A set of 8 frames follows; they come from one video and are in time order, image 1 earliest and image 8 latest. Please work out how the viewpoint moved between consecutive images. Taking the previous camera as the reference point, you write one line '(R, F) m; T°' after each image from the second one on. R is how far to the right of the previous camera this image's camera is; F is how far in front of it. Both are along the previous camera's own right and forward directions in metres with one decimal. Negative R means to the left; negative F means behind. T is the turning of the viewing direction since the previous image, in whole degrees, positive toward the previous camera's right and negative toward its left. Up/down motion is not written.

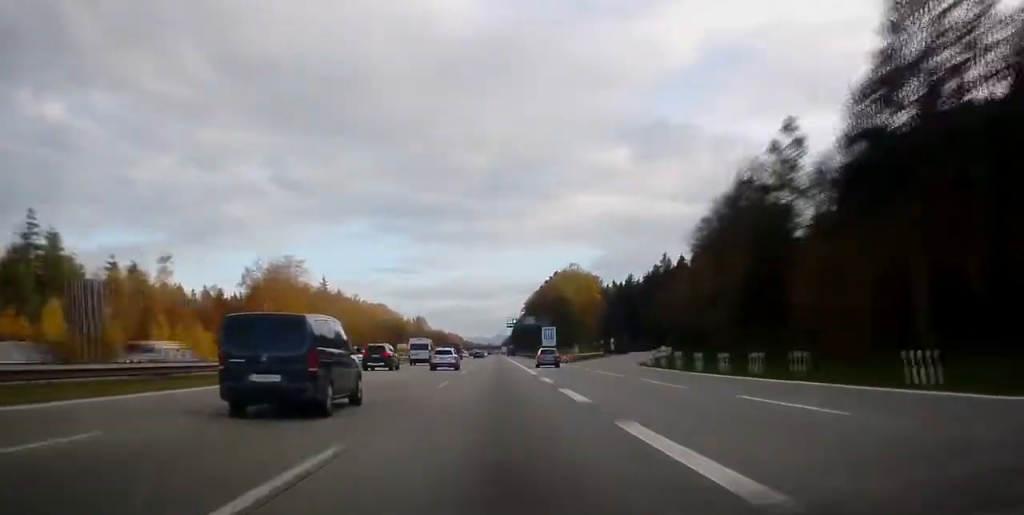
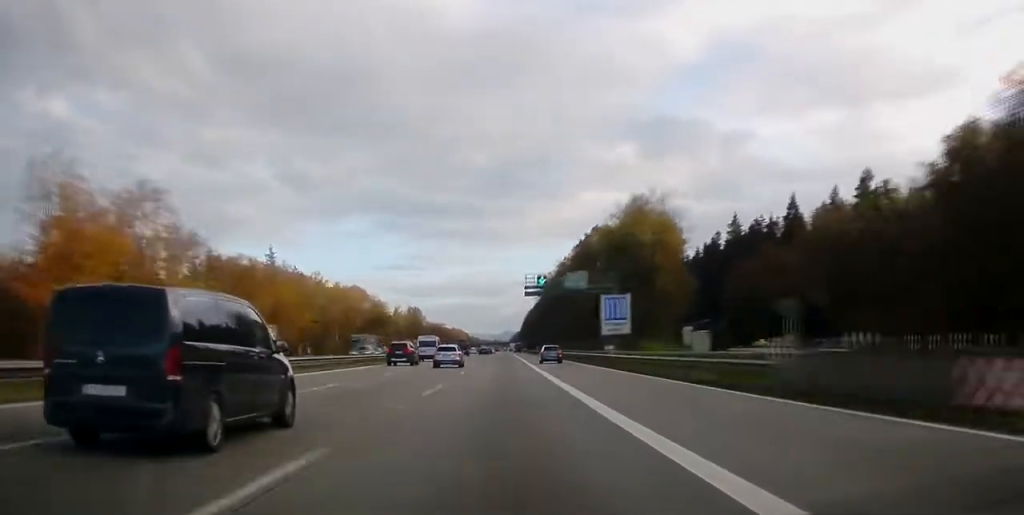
(-0.1, +72.4) m; 0°
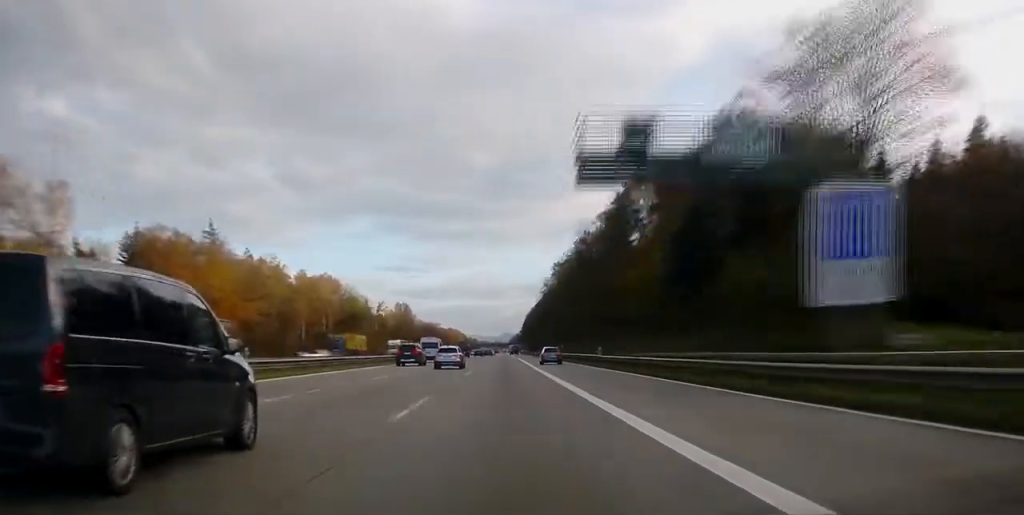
(0.0, +42.6) m; 0°
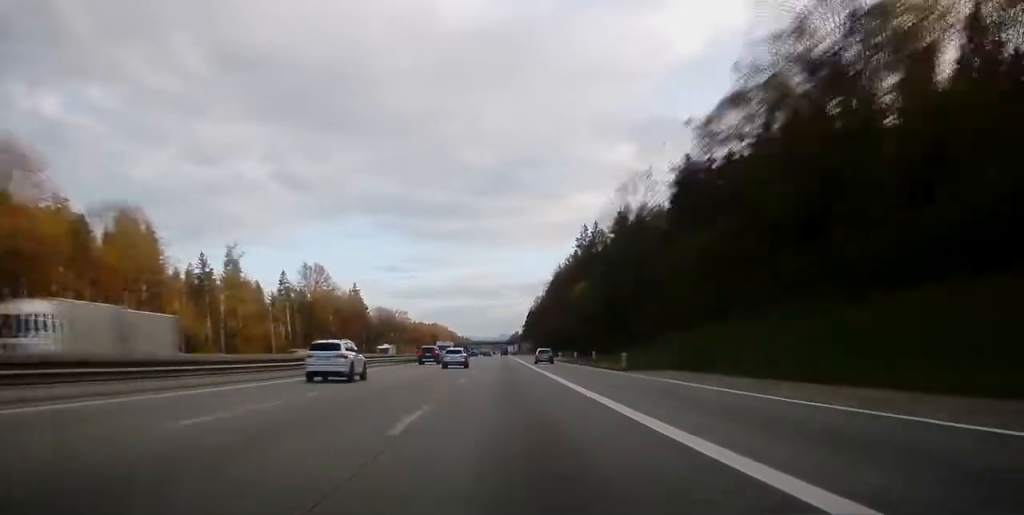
(-0.3, +162.9) m; 0°
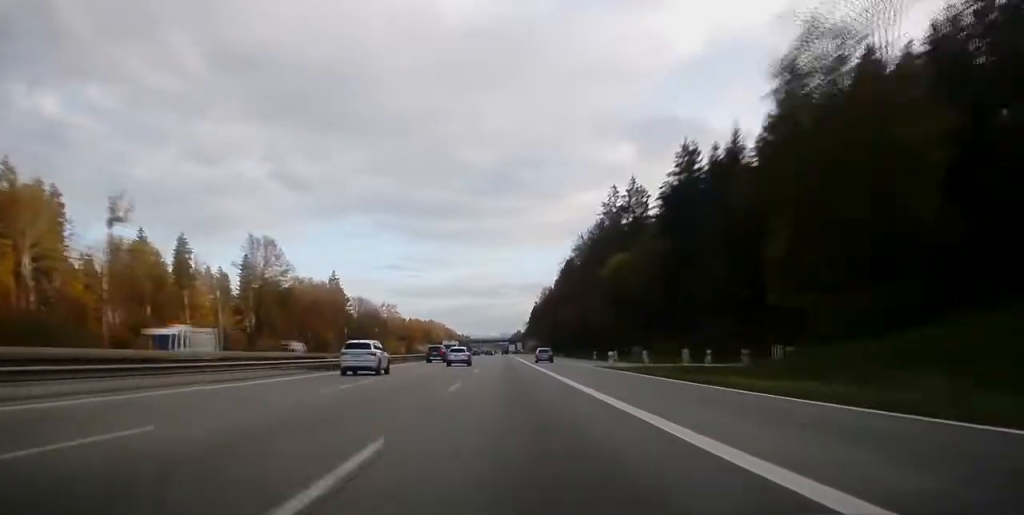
(-0.2, +45.2) m; 0°
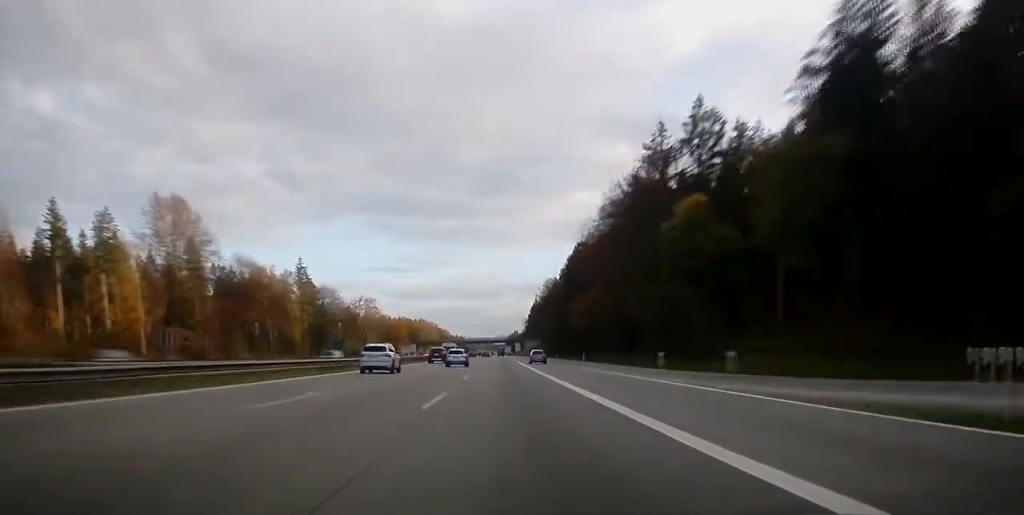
(+0.1, +42.3) m; 0°
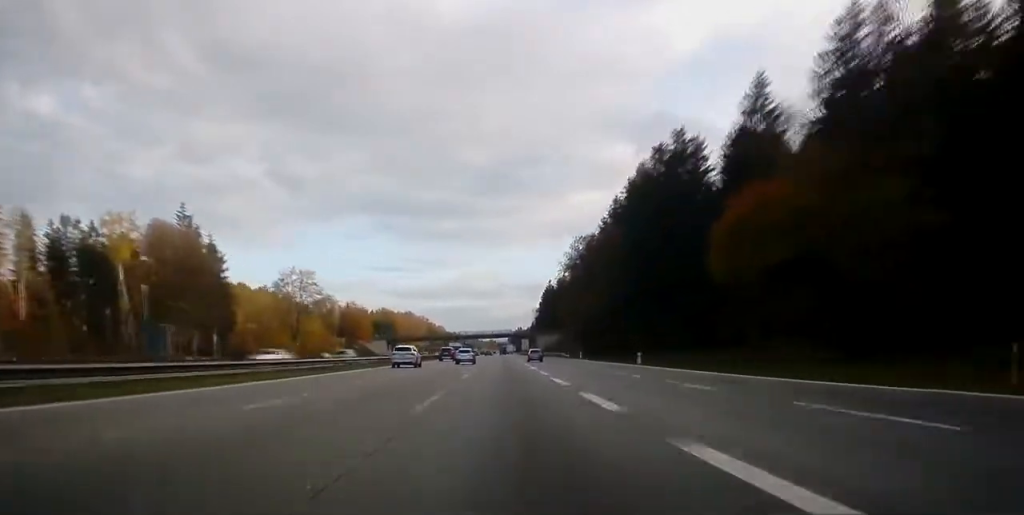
(0.0, +90.8) m; 0°
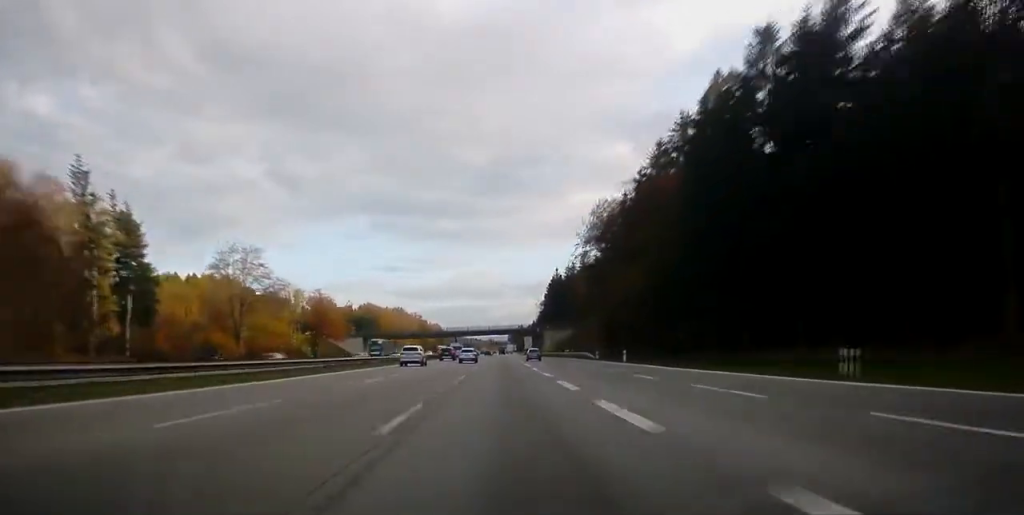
(-0.1, +38.8) m; 0°
